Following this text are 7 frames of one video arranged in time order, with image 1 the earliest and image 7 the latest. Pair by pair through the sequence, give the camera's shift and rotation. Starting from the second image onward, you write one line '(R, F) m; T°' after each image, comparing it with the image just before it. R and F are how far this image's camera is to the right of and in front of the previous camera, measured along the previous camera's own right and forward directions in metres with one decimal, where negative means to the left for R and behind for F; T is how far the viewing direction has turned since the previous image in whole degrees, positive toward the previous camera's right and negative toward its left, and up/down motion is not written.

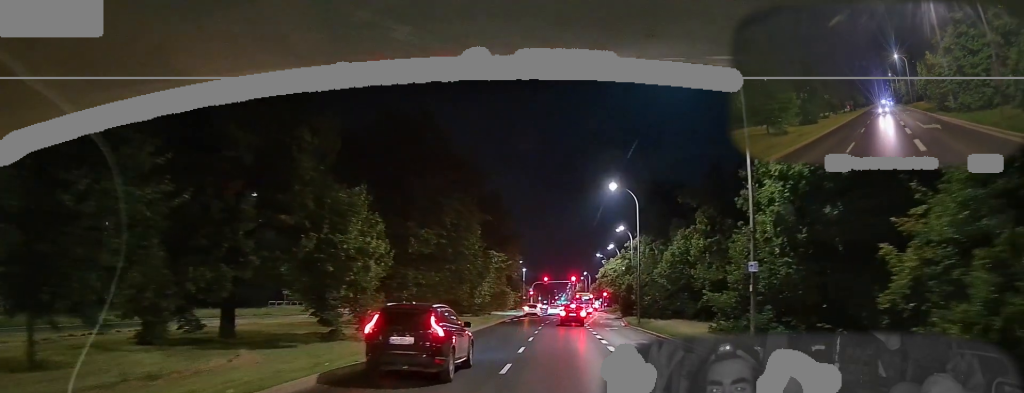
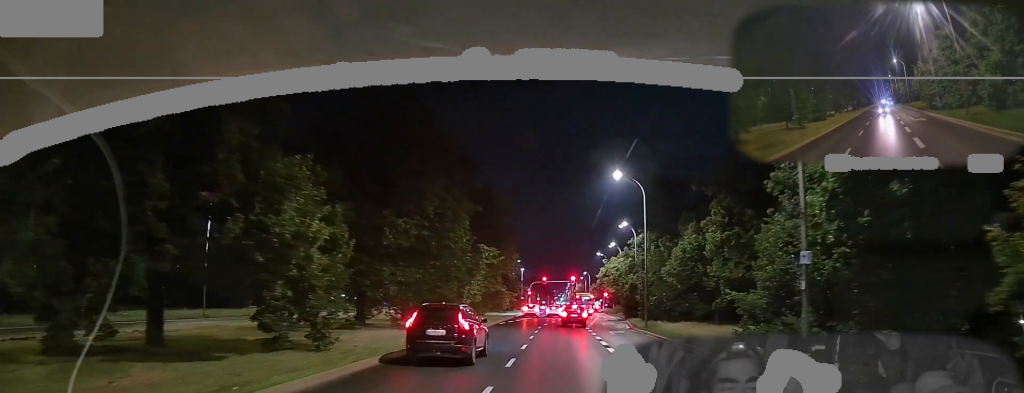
(+0.1, +4.2) m; 0°
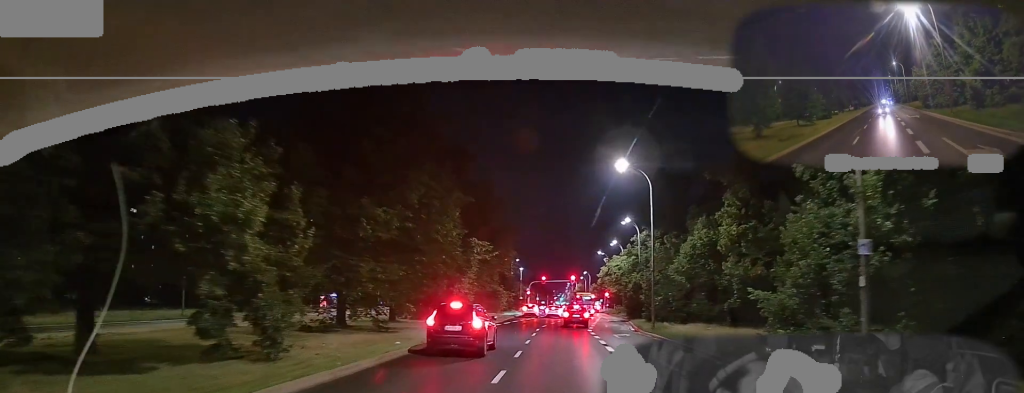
(-0.1, +3.1) m; -1°
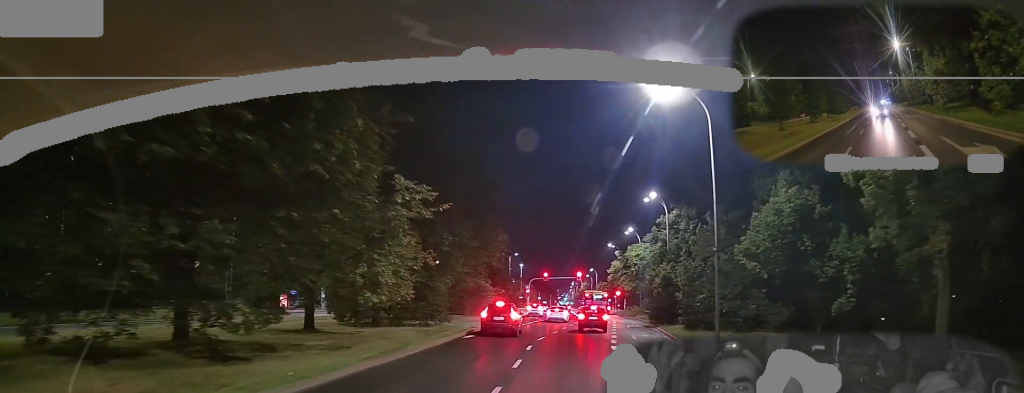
(-0.2, +15.4) m; 0°
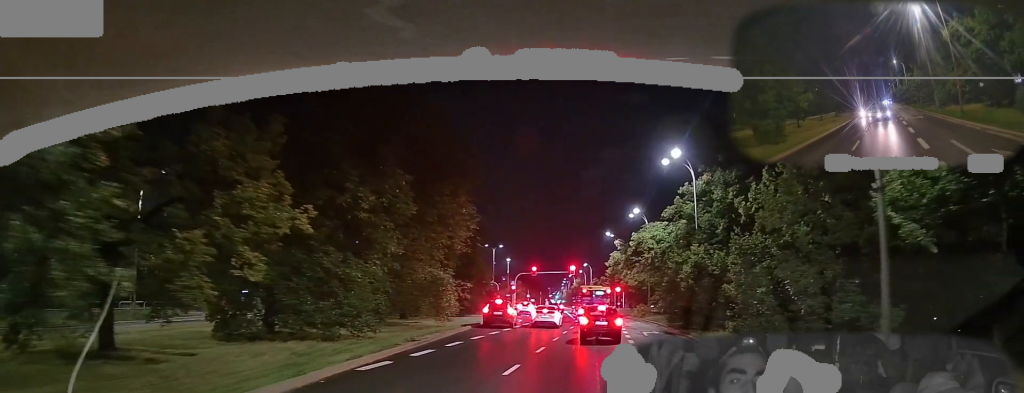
(+0.1, +13.7) m; +2°
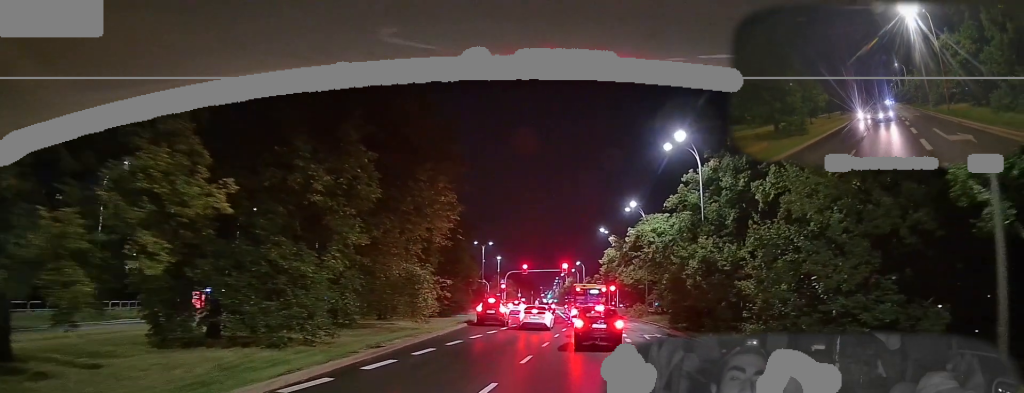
(+0.1, +3.6) m; +2°
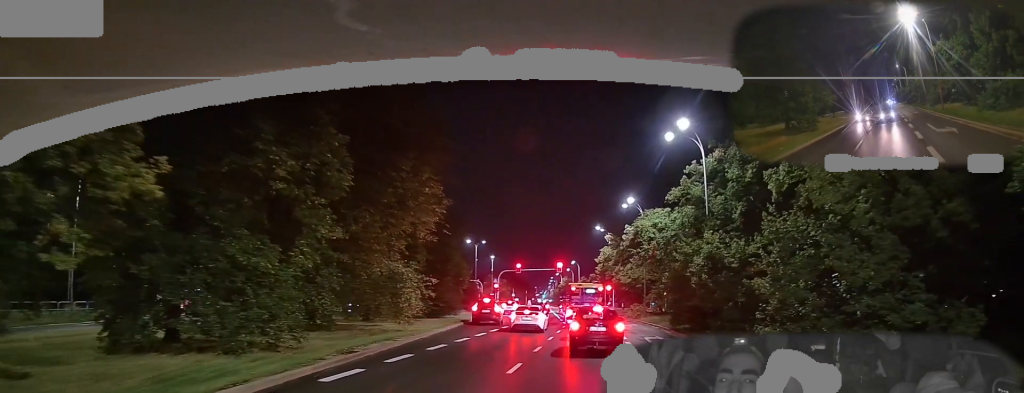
(0.0, +2.3) m; +1°
